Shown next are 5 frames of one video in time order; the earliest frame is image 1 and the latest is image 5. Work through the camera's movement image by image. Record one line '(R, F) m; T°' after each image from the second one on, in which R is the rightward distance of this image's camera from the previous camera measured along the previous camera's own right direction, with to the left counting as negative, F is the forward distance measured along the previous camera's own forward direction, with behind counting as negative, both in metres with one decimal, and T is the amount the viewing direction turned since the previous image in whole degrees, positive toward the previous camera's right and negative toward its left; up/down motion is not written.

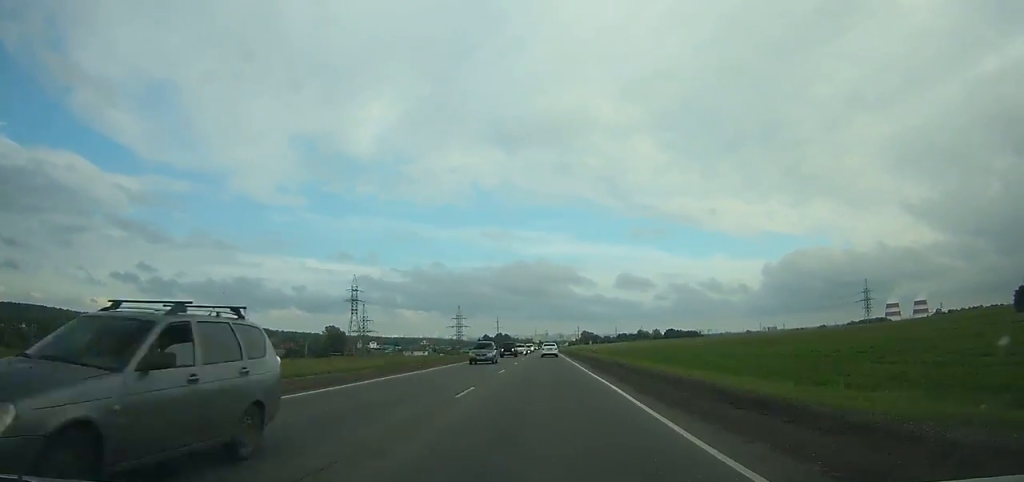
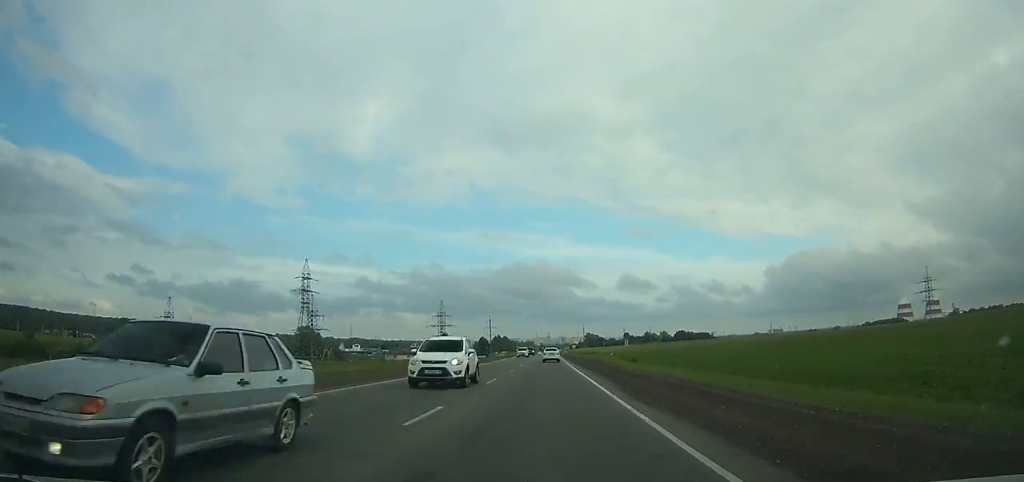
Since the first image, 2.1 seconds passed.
(+0.1, +50.6) m; 0°
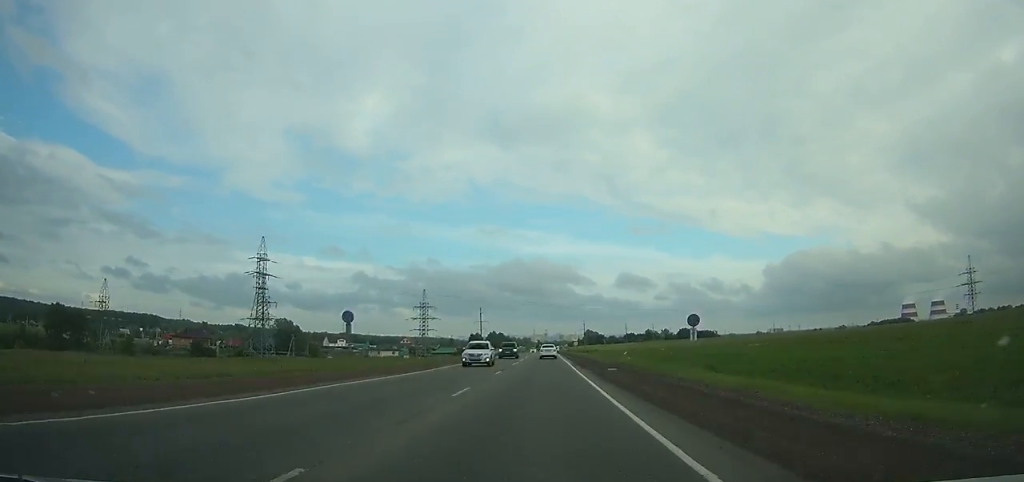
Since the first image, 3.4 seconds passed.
(+0.1, +31.2) m; 0°
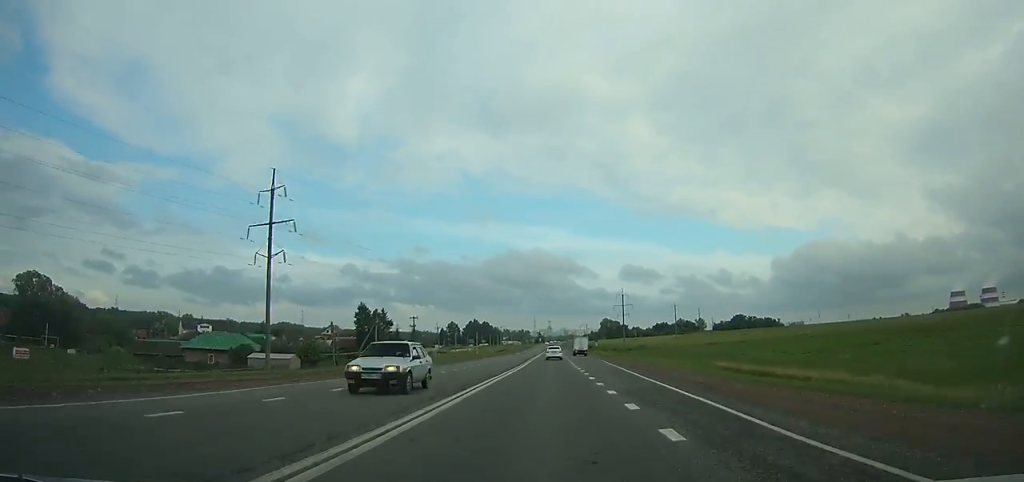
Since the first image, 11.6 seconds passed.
(-0.7, +195.1) m; 0°
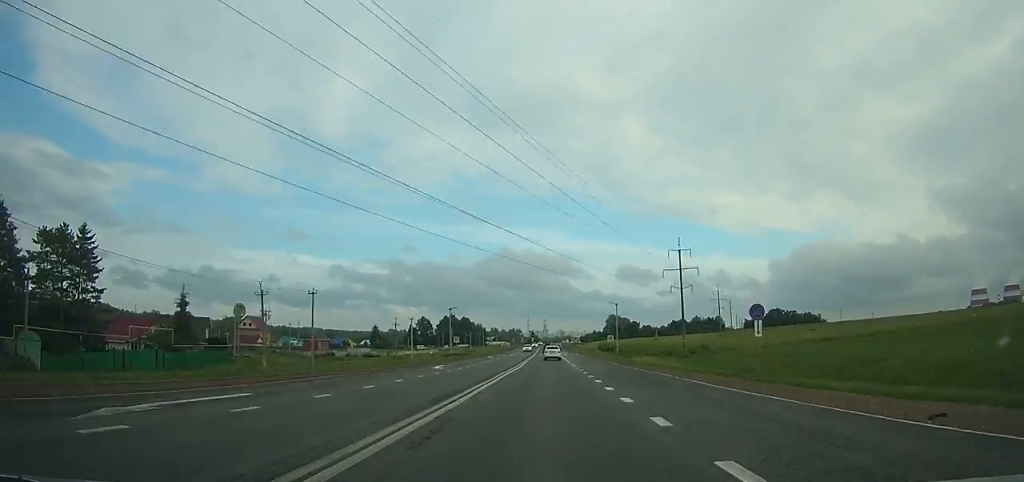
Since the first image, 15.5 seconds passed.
(0.0, +92.9) m; 0°
